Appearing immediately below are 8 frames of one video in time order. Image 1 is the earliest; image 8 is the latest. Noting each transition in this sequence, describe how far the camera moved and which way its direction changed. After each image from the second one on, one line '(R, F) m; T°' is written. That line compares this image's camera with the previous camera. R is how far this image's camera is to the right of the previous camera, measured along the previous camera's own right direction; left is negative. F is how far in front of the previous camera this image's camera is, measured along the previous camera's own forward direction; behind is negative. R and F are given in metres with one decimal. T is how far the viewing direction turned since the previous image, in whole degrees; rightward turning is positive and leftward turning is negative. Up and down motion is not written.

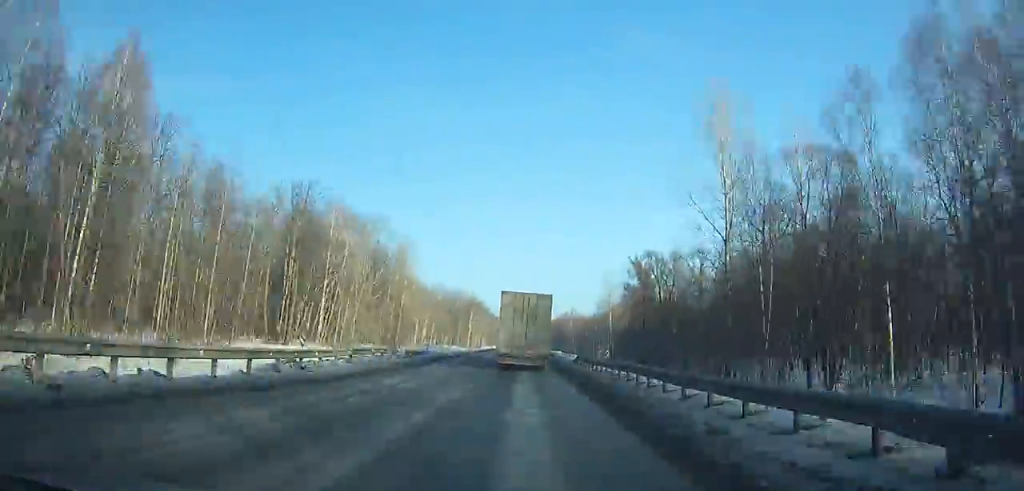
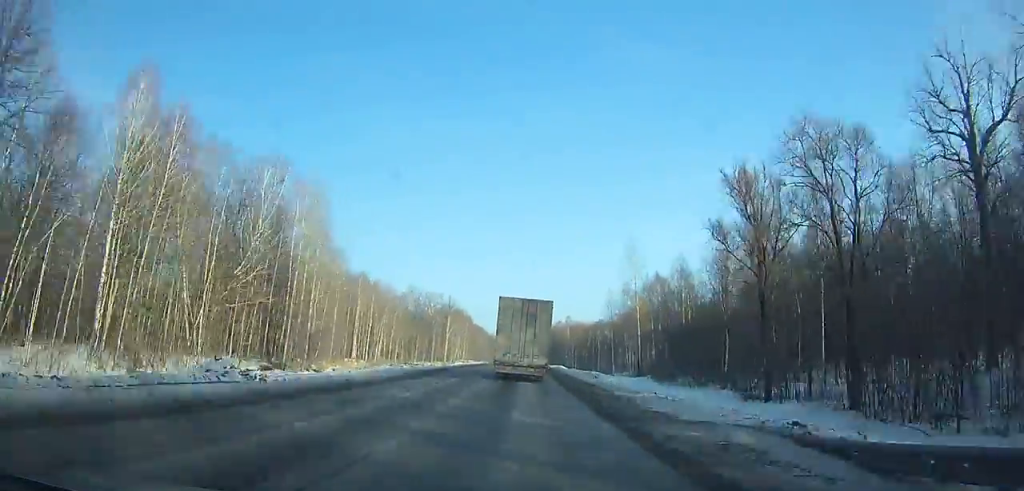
(+0.3, +41.3) m; 0°
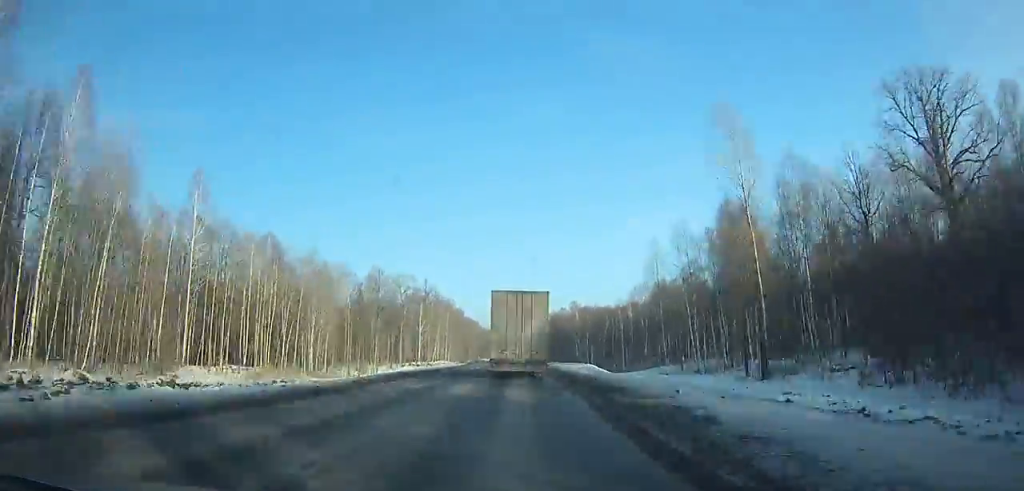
(+0.1, +47.8) m; 0°
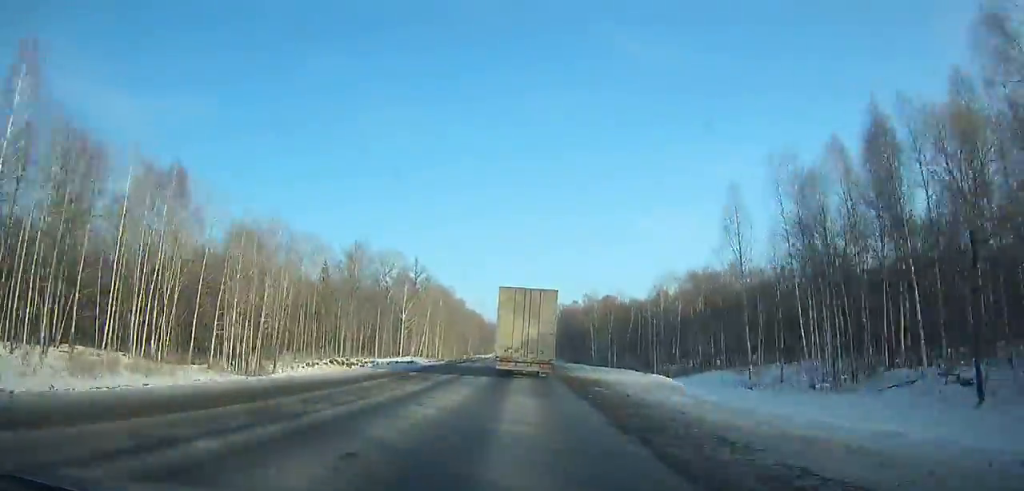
(0.0, +28.2) m; 0°
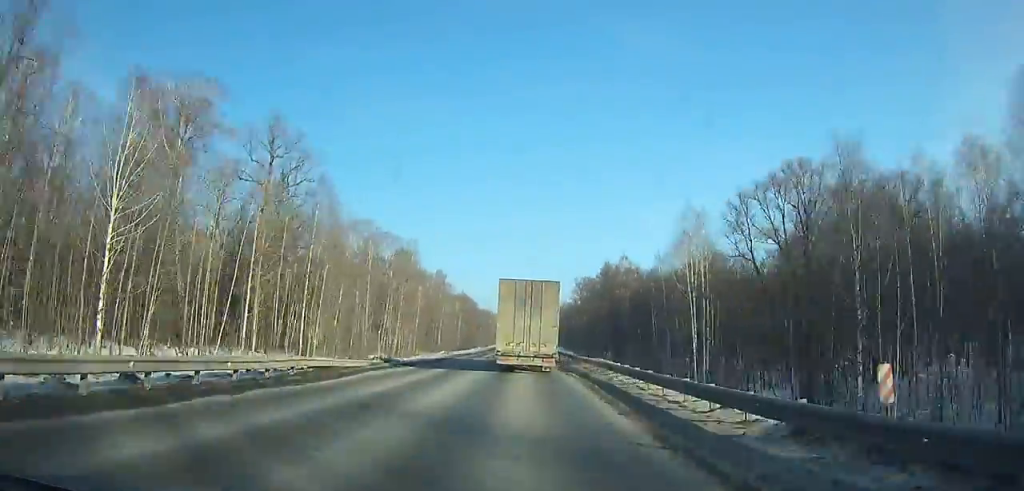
(-0.7, +89.0) m; 0°
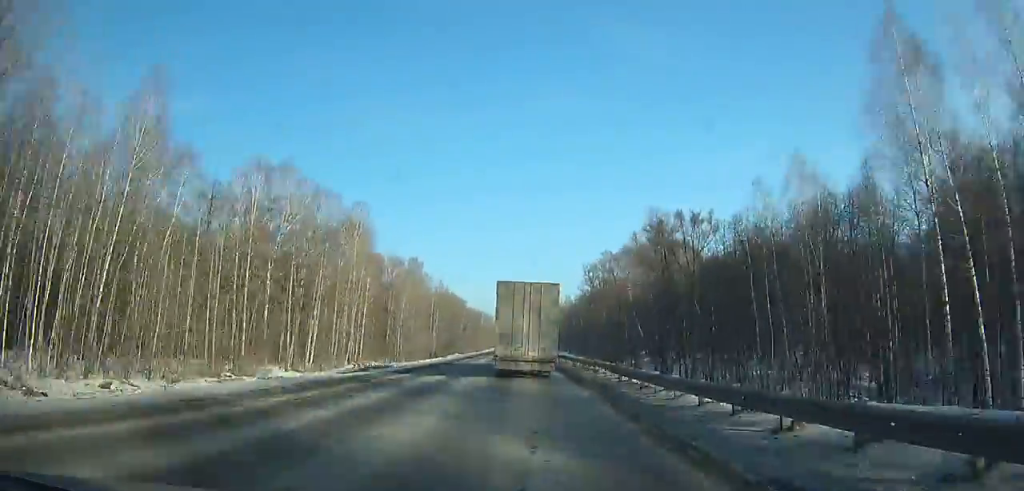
(+0.2, +43.5) m; 0°
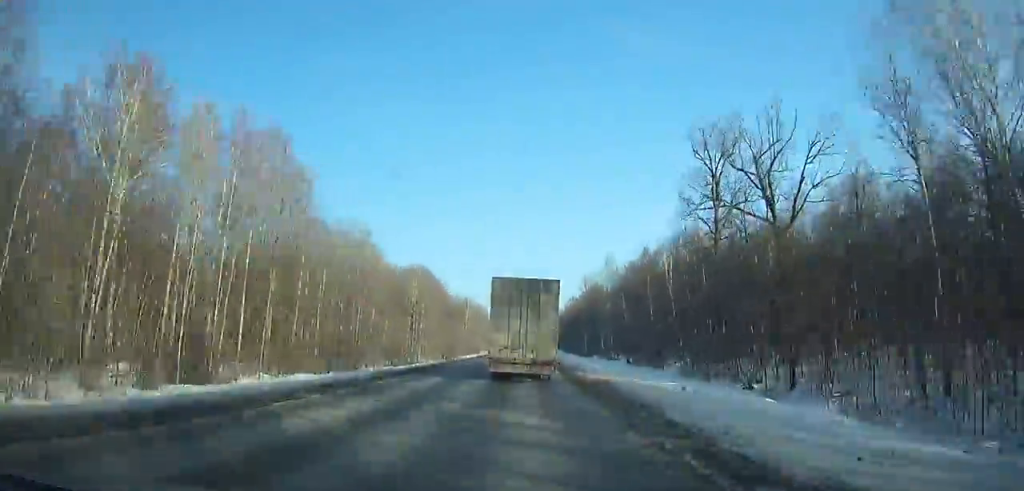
(-0.2, +106.8) m; 0°
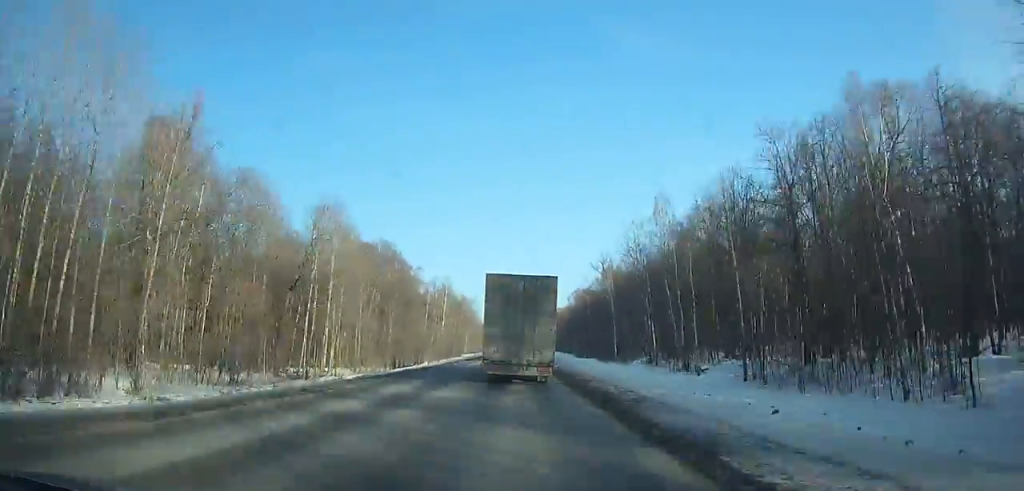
(0.0, +52.3) m; 0°
